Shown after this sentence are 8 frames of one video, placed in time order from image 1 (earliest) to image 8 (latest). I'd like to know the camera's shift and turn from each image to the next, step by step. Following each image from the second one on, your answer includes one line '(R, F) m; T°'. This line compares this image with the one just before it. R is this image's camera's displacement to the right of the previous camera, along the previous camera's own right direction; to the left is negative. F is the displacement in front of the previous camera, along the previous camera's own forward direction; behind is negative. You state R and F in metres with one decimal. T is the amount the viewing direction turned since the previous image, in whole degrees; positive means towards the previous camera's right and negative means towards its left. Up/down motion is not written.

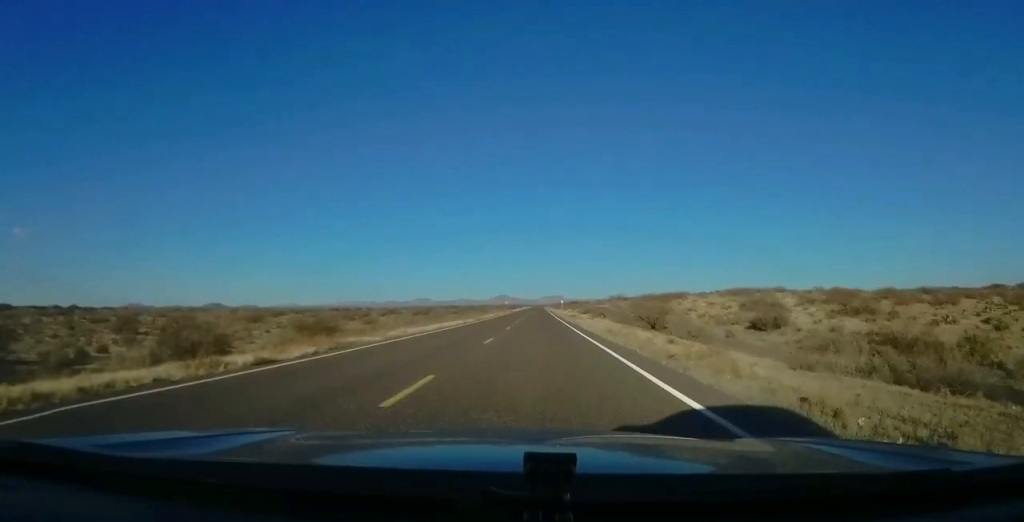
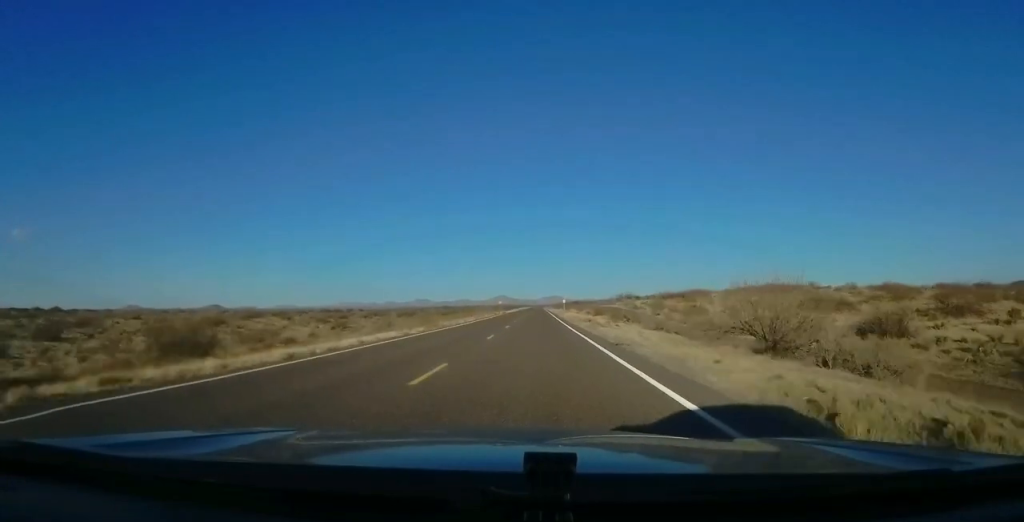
(-0.1, +22.4) m; 0°
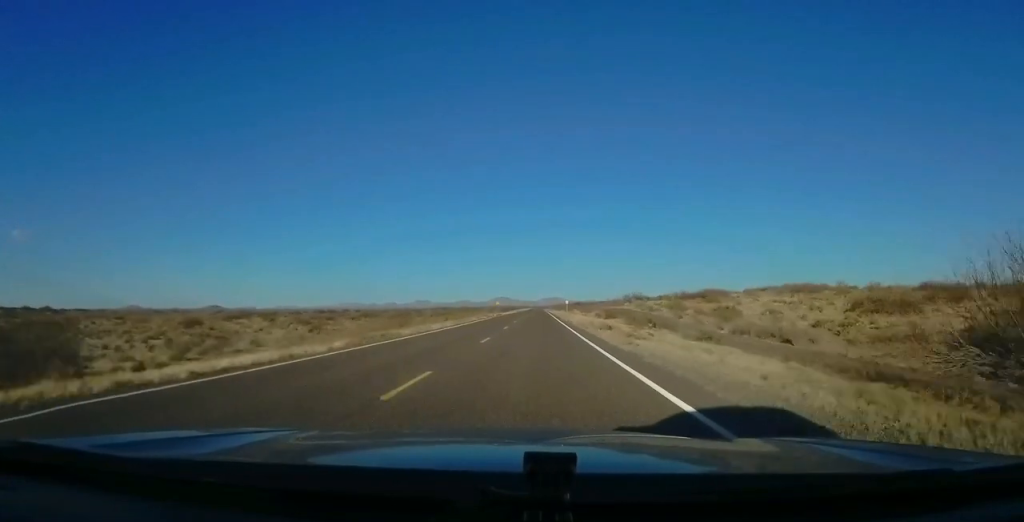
(0.0, +13.6) m; 0°
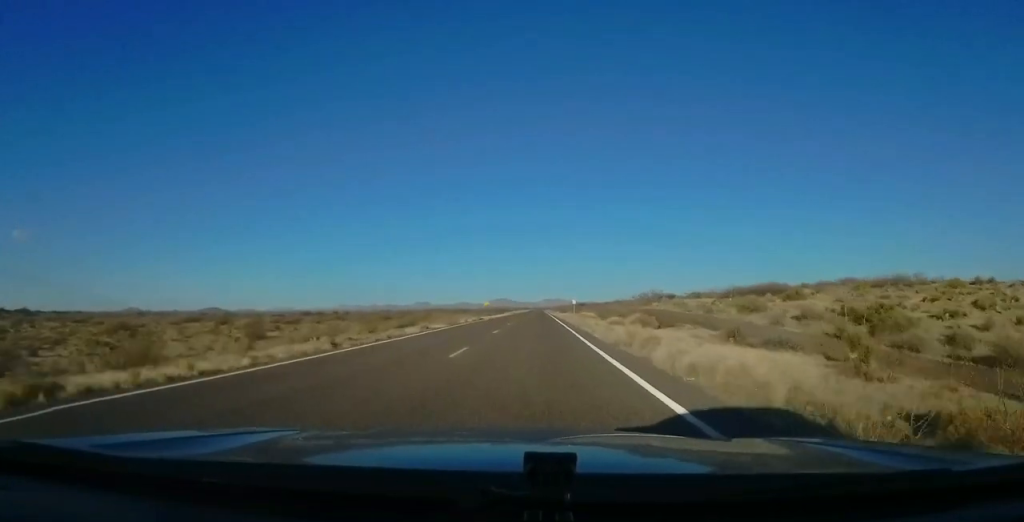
(+0.2, +30.2) m; +1°
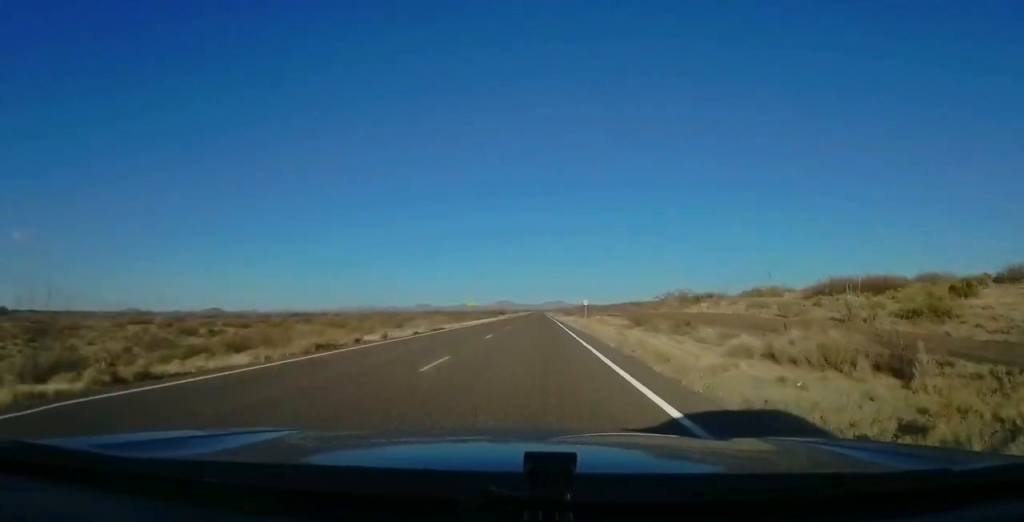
(0.0, +27.3) m; -1°
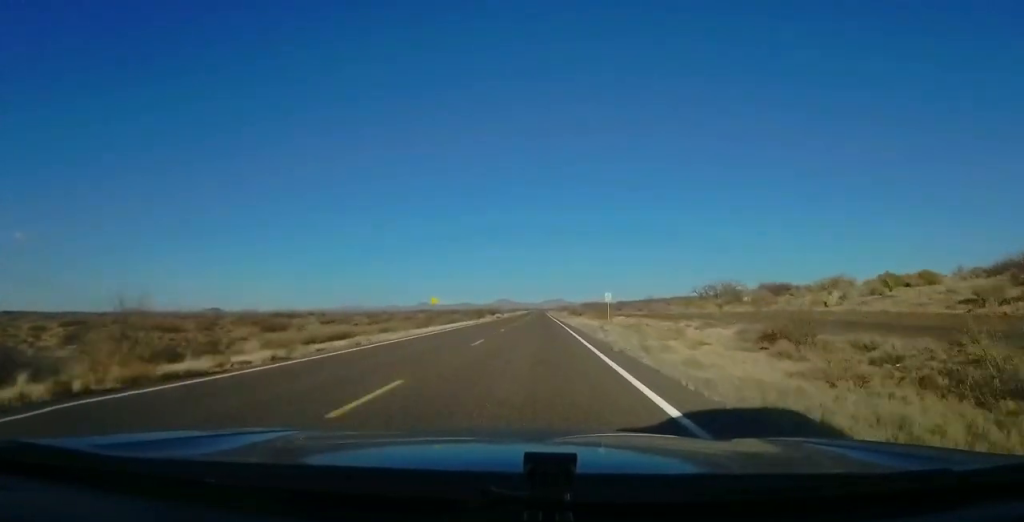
(-0.7, +29.2) m; -1°
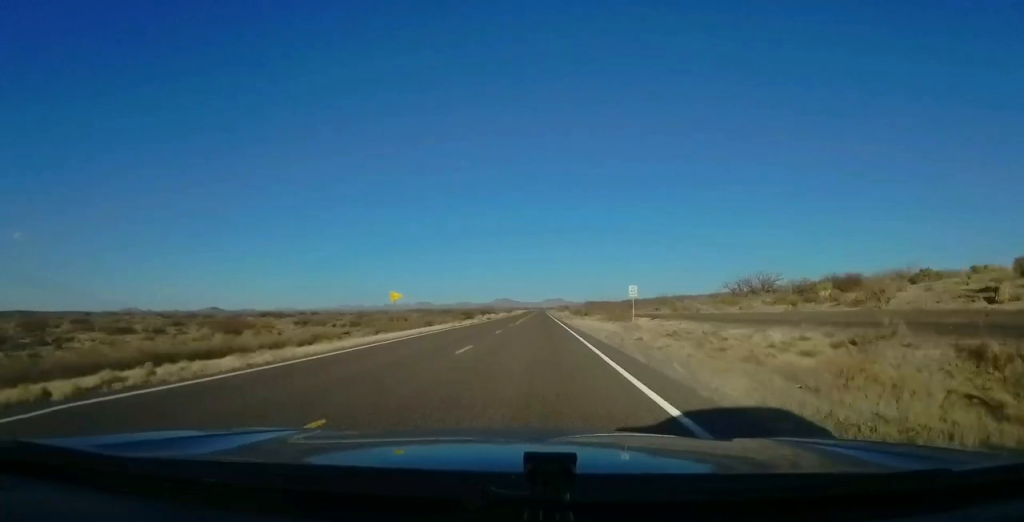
(+0.2, +15.6) m; 0°
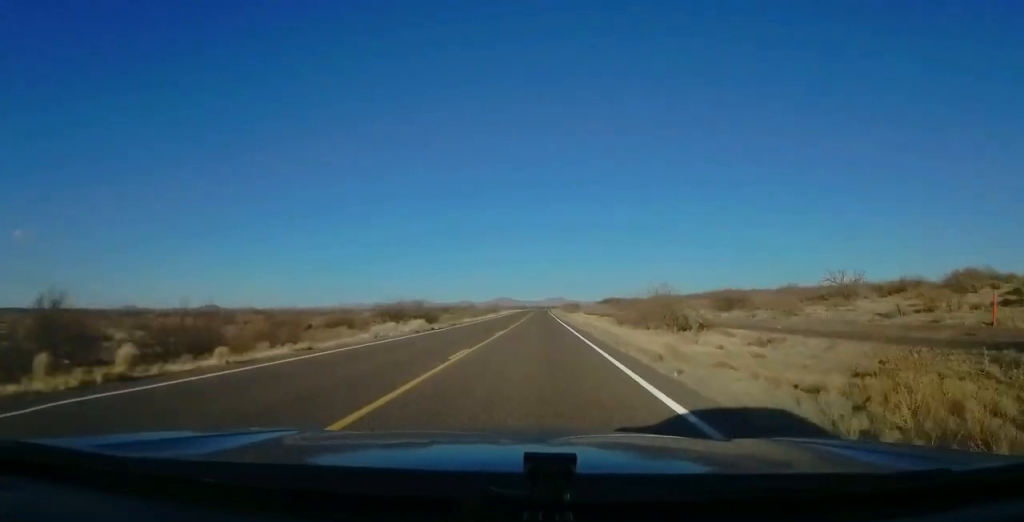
(+0.6, +75.0) m; 0°
